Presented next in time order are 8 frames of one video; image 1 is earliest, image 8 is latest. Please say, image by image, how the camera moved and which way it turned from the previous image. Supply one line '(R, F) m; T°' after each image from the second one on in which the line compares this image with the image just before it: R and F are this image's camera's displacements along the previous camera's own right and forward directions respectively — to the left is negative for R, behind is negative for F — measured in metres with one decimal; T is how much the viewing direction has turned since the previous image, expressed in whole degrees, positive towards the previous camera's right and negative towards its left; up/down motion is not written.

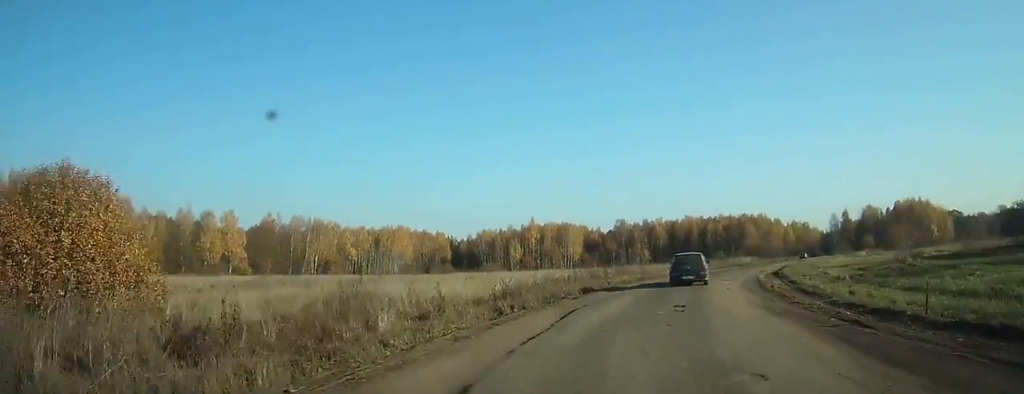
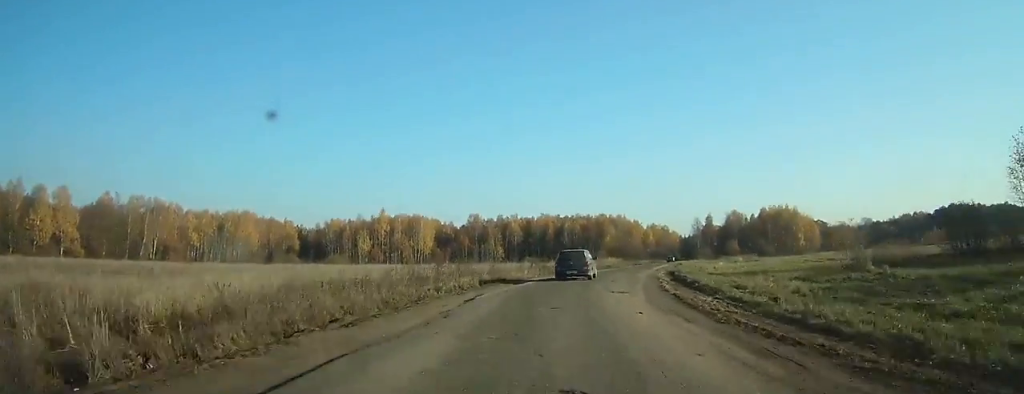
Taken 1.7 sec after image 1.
(+0.8, +9.6) m; +6°
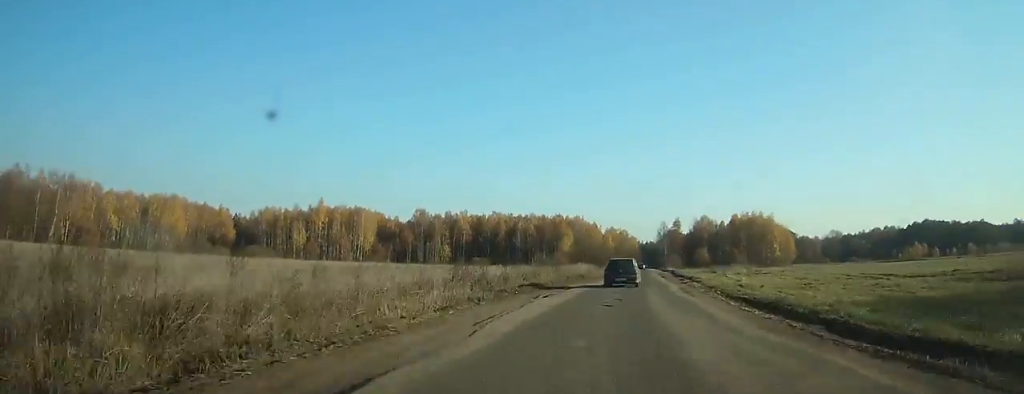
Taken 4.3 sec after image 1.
(+1.0, +18.6) m; +8°
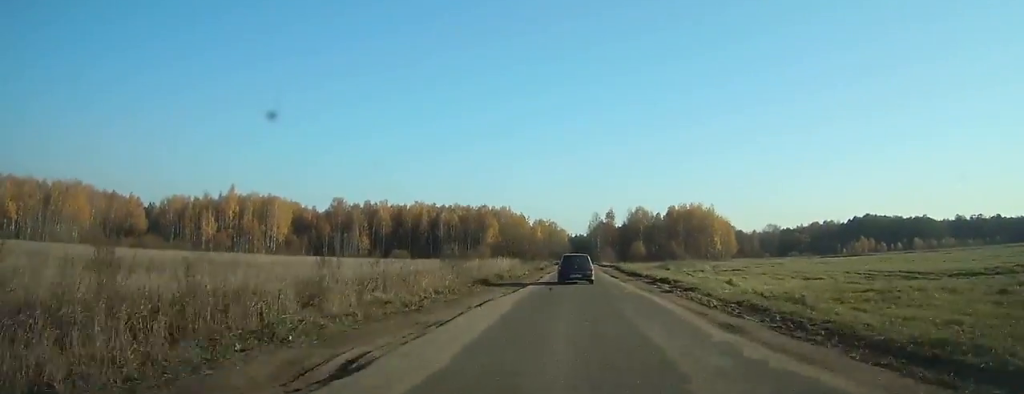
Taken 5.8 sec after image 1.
(+0.8, +13.2) m; +5°
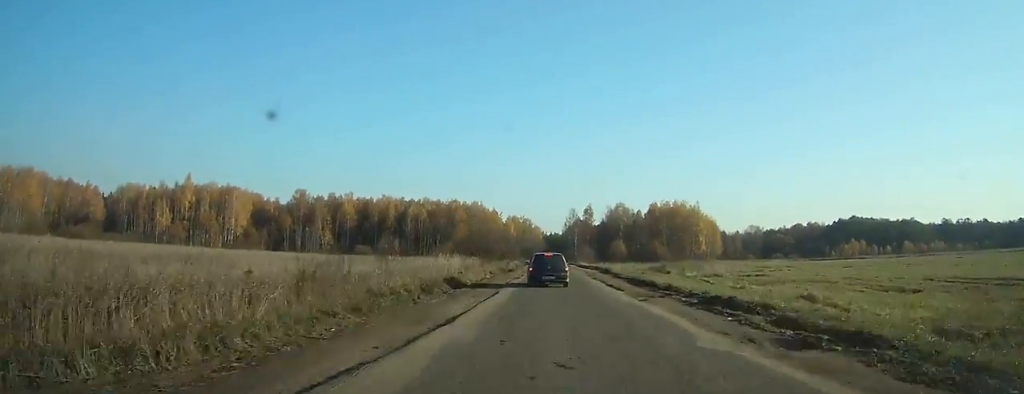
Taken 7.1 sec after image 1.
(+0.4, +11.2) m; +2°
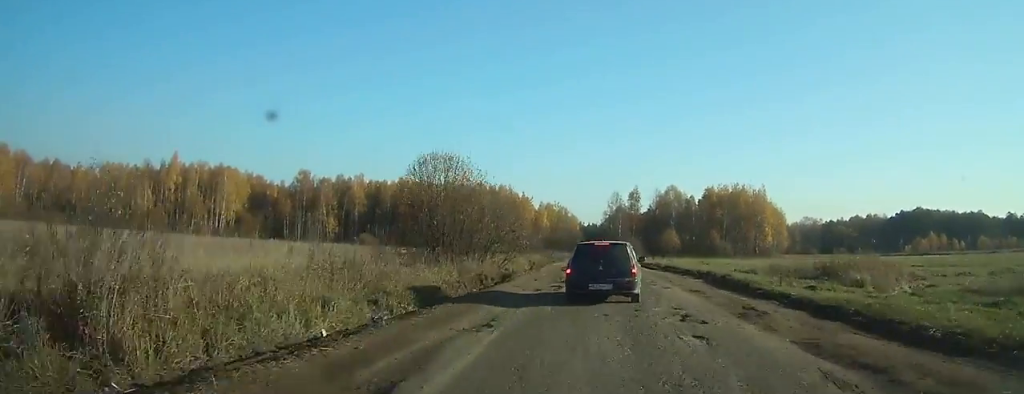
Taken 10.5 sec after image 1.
(+0.8, +29.6) m; +2°
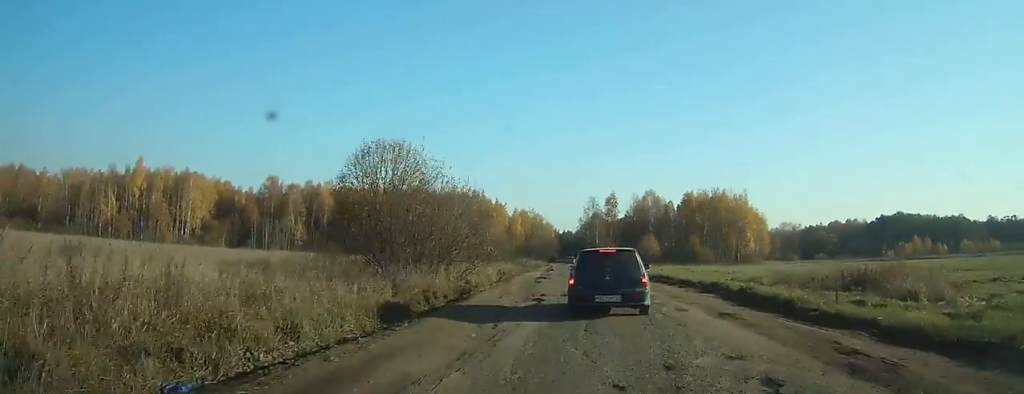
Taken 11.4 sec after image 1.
(0.0, +7.1) m; +1°
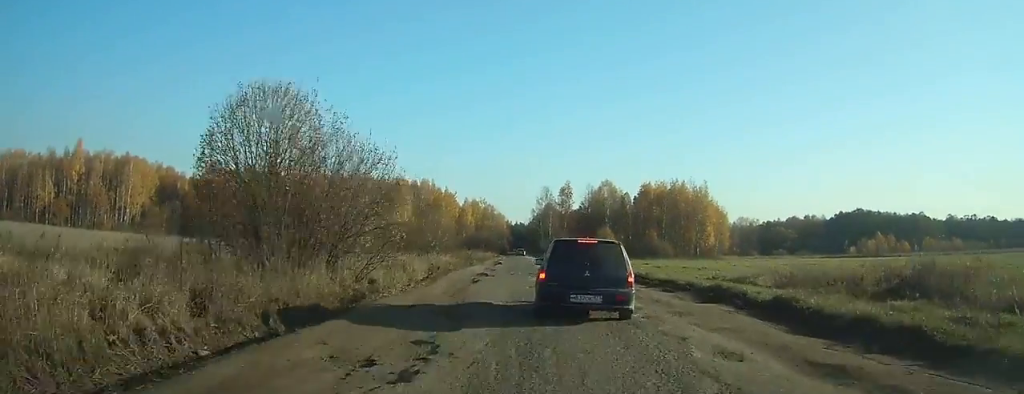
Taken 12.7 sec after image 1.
(0.0, +8.9) m; +1°
